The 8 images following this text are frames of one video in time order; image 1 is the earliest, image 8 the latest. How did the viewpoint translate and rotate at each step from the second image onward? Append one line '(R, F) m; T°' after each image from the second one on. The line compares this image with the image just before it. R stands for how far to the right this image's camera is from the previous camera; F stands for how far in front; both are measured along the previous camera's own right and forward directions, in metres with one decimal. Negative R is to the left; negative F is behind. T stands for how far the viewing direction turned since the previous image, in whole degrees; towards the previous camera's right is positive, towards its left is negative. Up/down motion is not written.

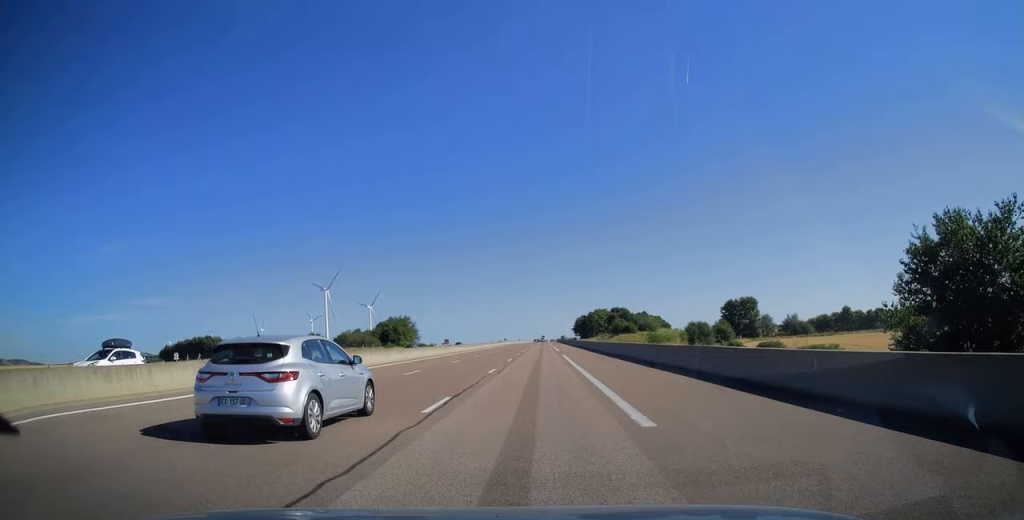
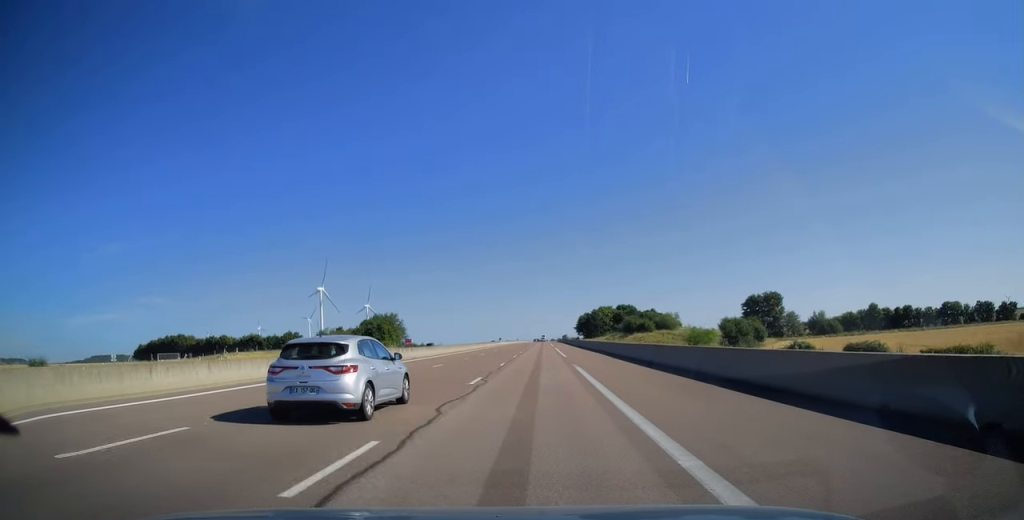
(0.0, +19.1) m; 0°
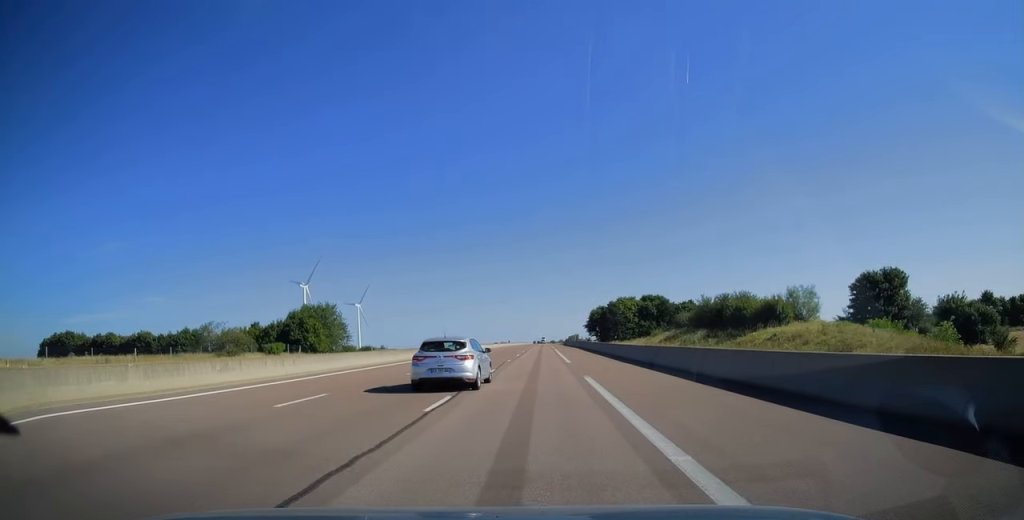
(+0.1, +59.1) m; 0°
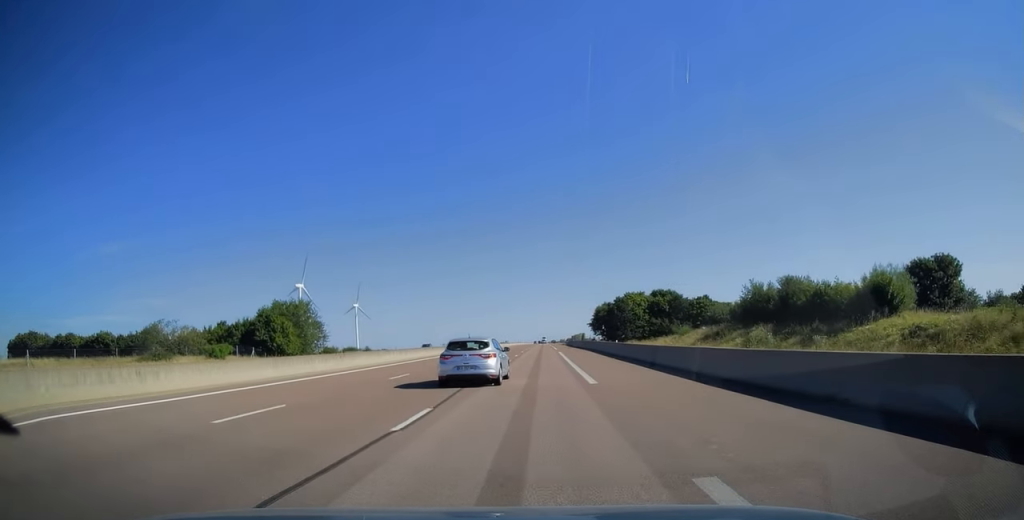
(0.0, +15.7) m; 0°
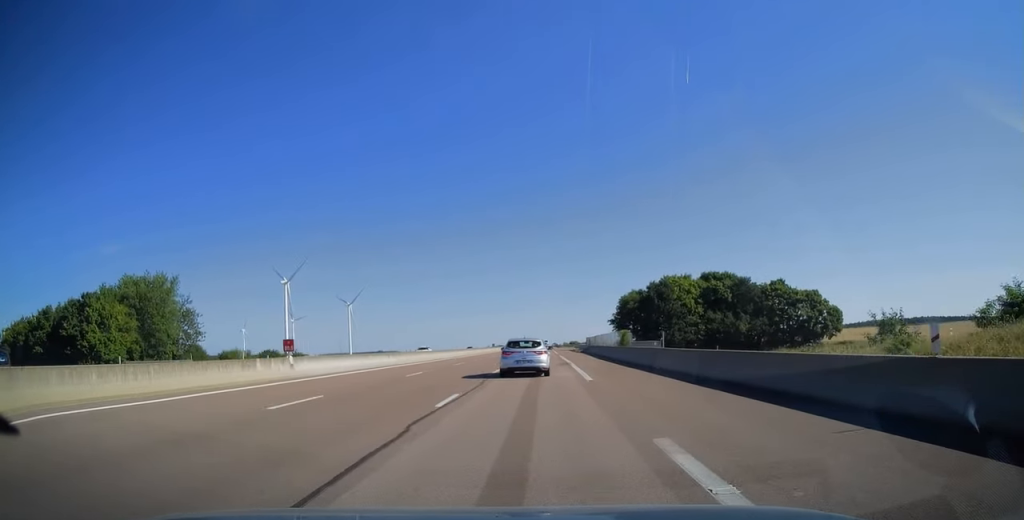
(-0.1, +49.1) m; 0°
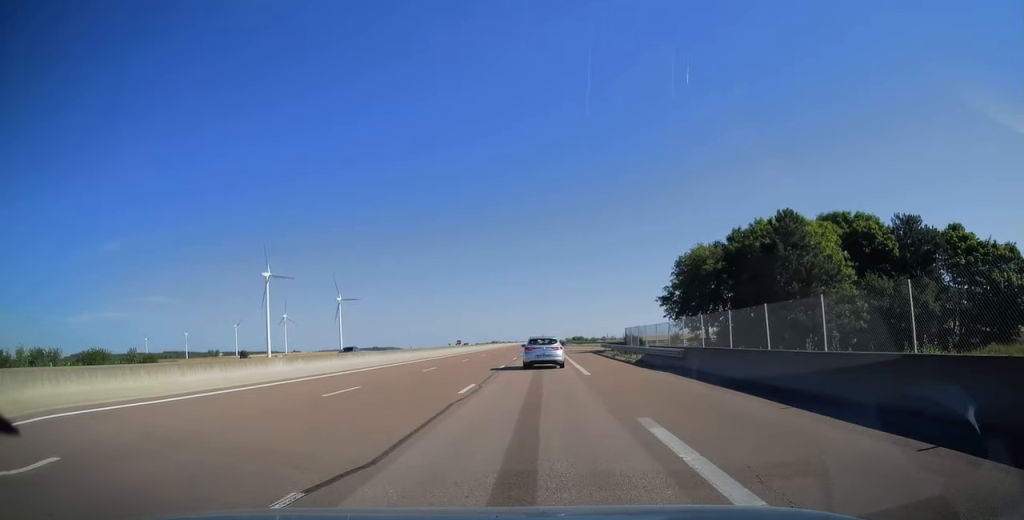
(0.0, +49.6) m; 0°
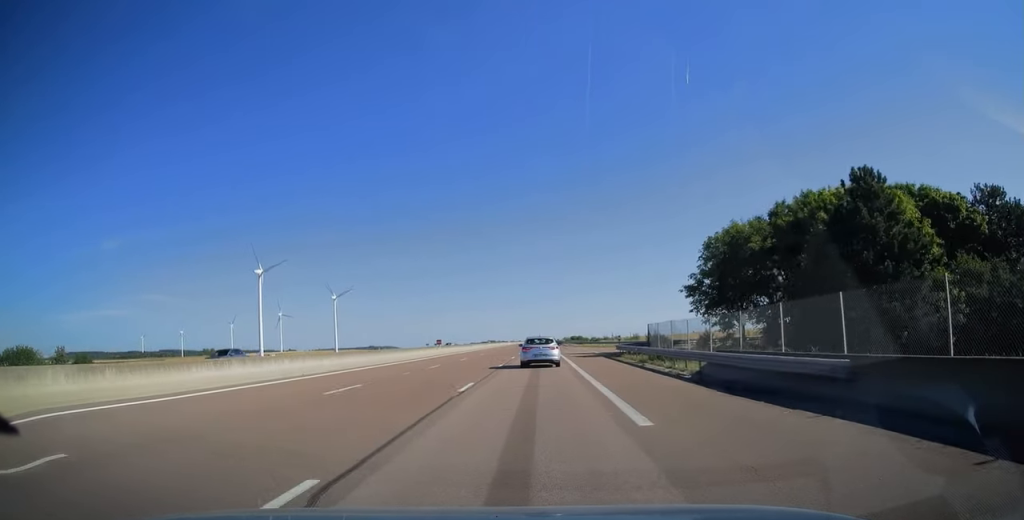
(0.0, +12.7) m; 0°
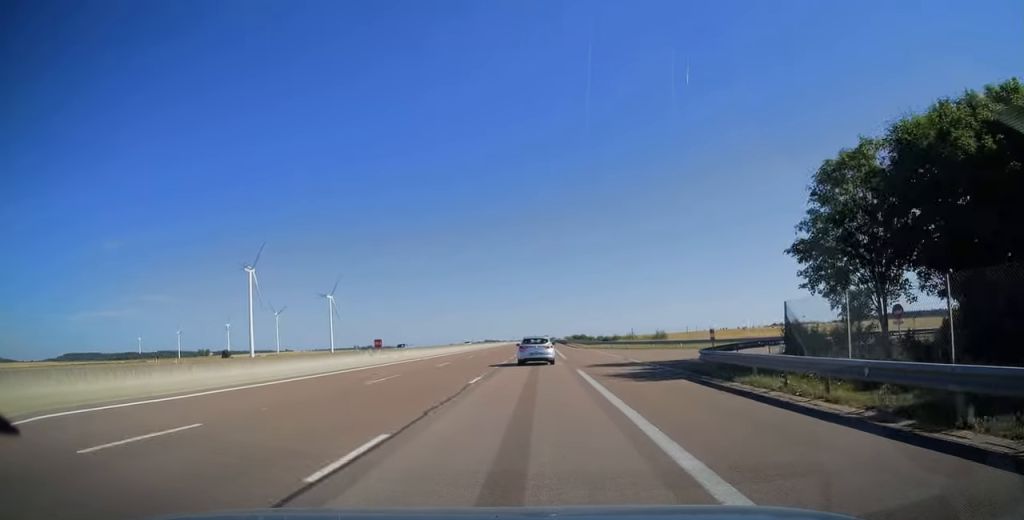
(+0.1, +23.3) m; 0°
